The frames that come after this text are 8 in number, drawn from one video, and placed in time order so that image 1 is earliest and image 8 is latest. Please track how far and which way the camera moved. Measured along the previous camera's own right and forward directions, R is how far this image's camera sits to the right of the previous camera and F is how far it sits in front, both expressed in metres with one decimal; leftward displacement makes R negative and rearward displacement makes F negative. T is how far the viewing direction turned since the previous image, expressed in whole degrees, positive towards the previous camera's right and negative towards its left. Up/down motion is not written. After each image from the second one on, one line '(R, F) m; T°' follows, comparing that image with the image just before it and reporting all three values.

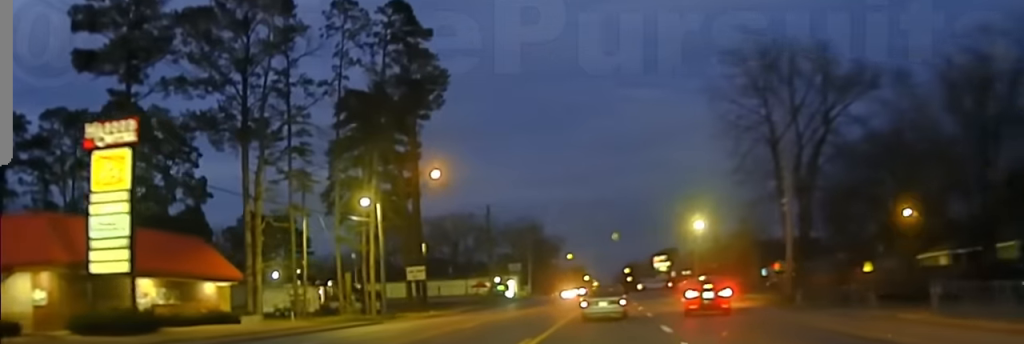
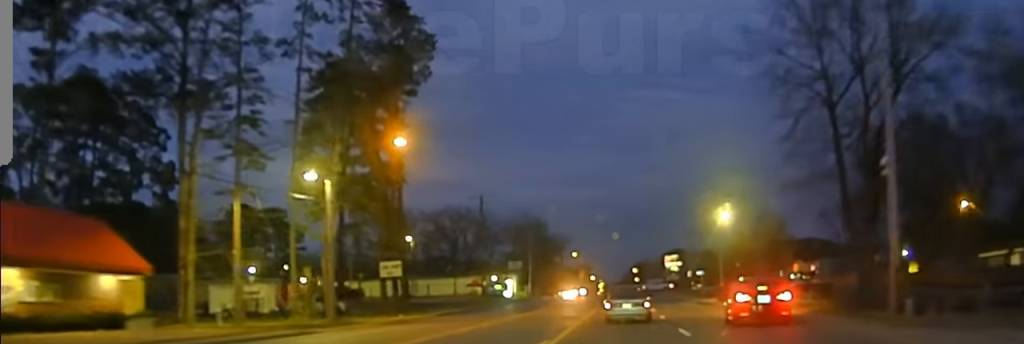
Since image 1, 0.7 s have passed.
(-0.5, +12.8) m; -2°
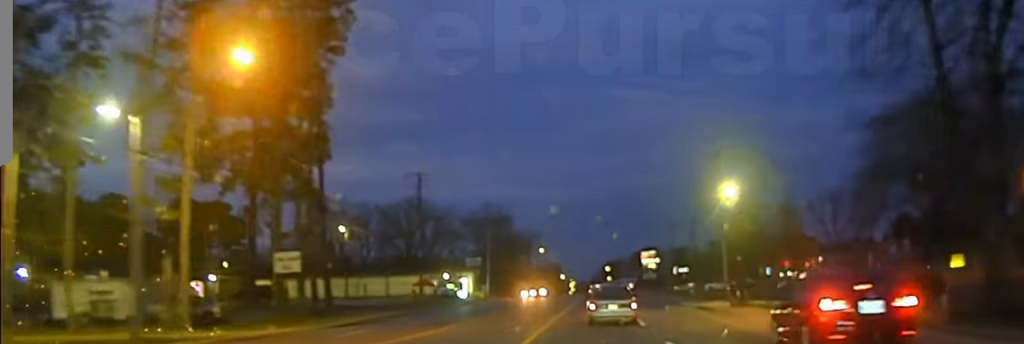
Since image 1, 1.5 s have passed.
(-0.3, +17.3) m; 0°
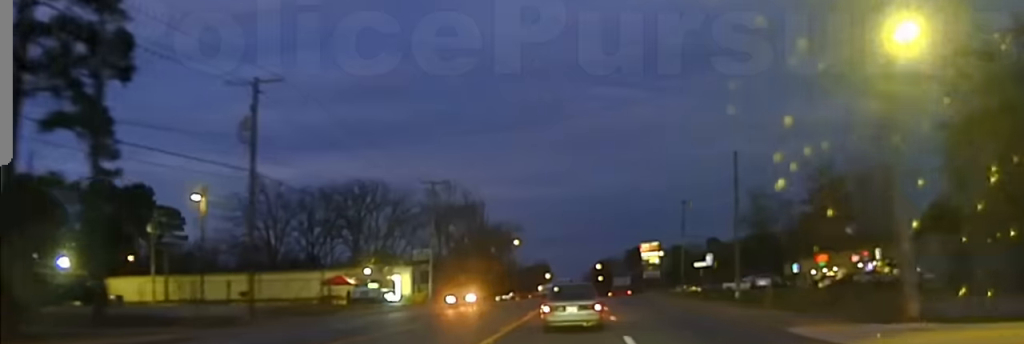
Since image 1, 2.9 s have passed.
(+0.4, +29.4) m; +2°
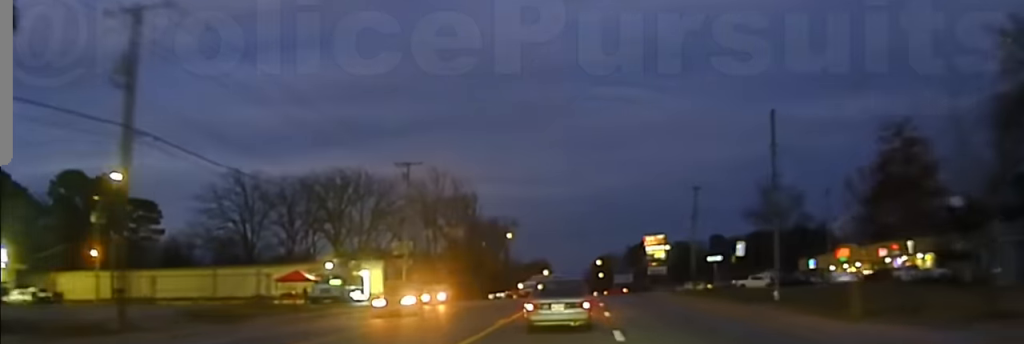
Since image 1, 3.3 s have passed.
(+0.1, +9.7) m; 0°
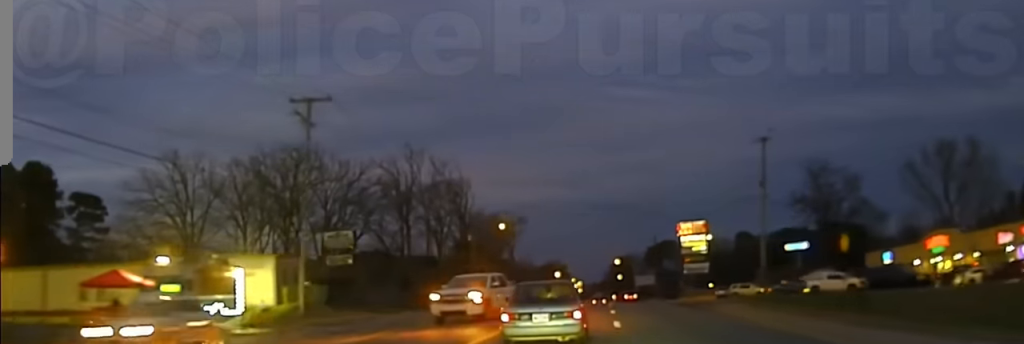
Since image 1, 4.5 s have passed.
(+0.1, +27.5) m; 0°
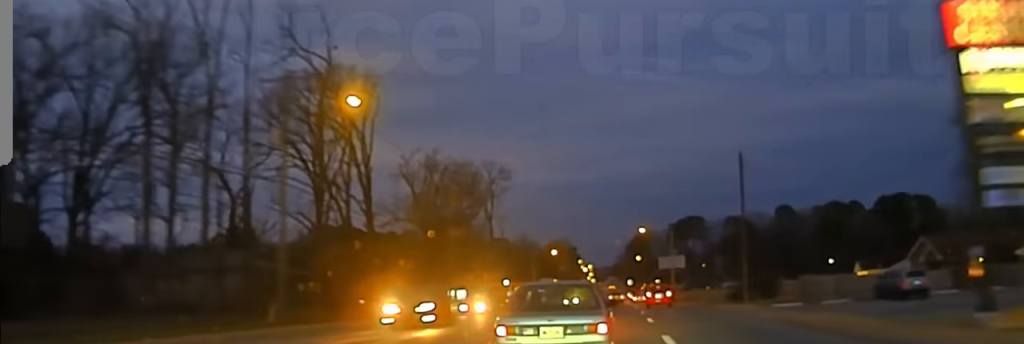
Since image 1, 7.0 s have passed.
(-2.0, +70.6) m; -2°
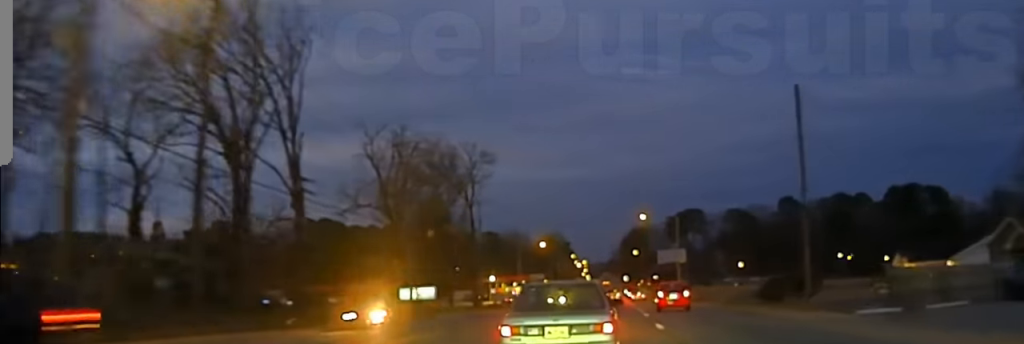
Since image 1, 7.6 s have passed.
(+0.4, +18.8) m; +1°
